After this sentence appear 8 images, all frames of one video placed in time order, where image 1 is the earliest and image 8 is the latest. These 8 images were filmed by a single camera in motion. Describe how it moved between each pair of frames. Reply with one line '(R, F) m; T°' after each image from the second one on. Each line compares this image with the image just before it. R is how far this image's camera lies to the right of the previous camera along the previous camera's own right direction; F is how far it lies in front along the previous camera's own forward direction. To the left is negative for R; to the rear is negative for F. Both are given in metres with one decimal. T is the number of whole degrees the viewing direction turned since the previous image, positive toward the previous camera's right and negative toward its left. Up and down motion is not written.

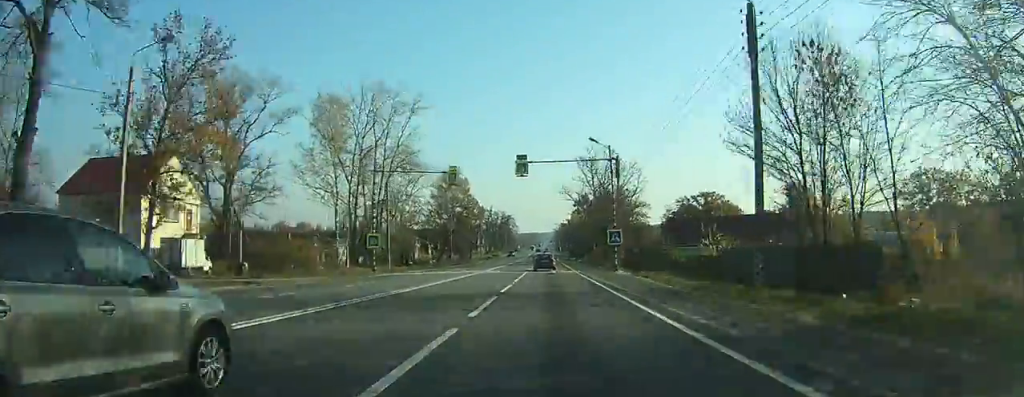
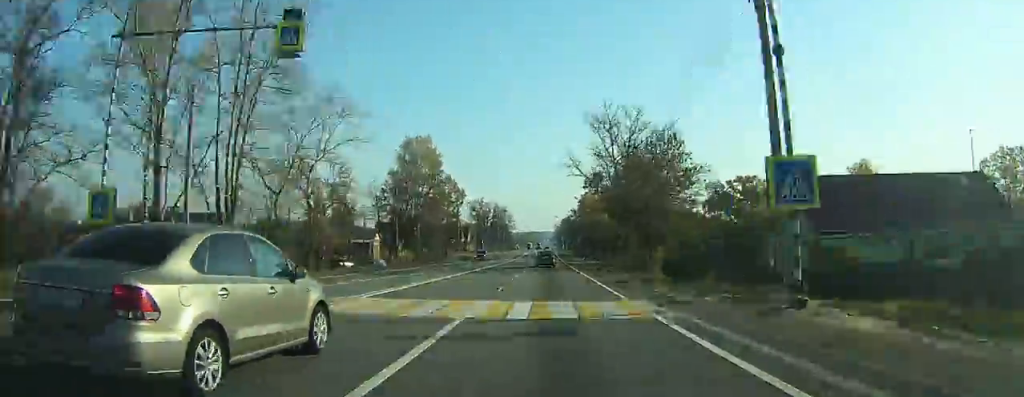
(+0.1, +32.6) m; 0°
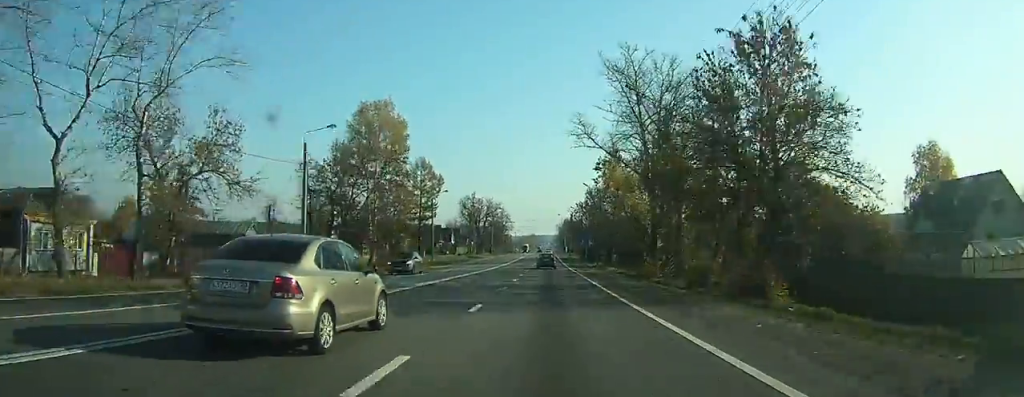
(0.0, +22.9) m; 0°
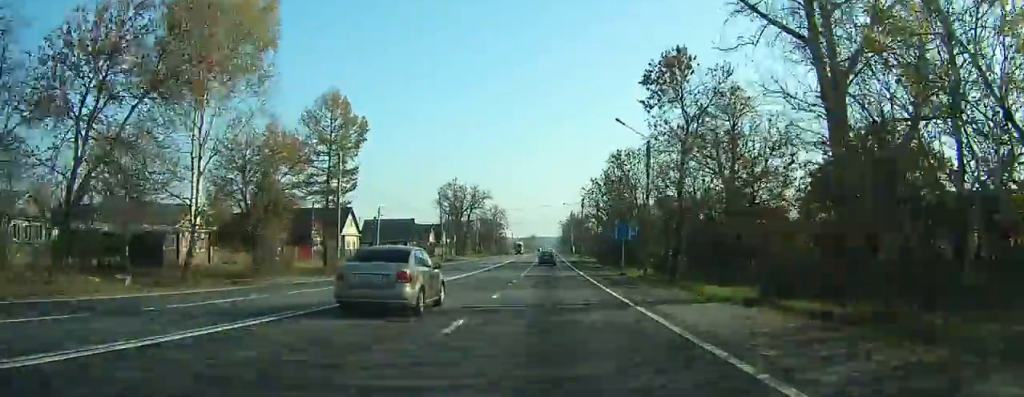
(-0.1, +36.1) m; 0°
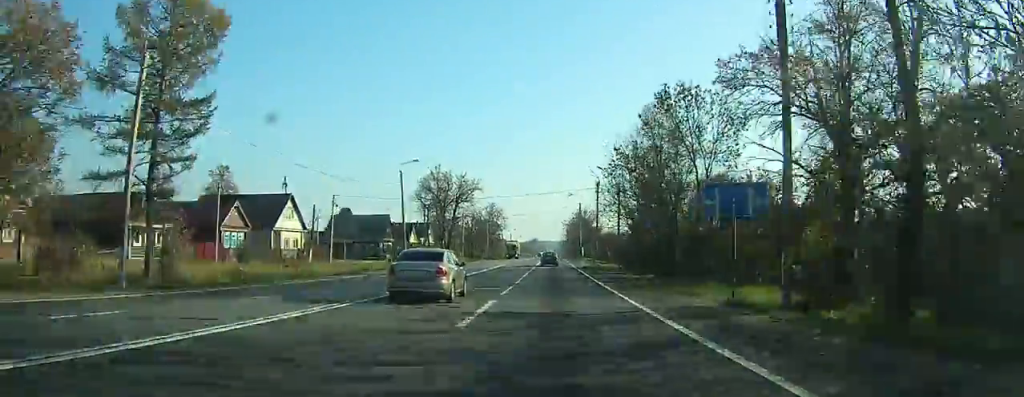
(0.0, +23.5) m; 0°
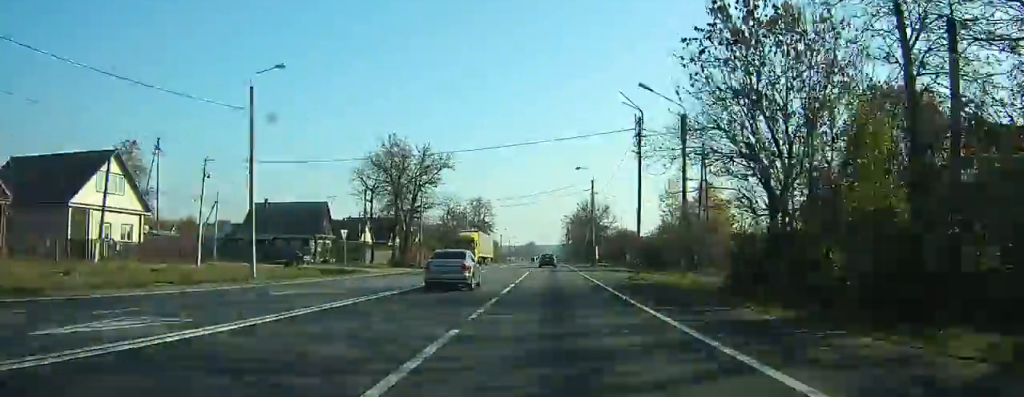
(-0.1, +31.9) m; 0°
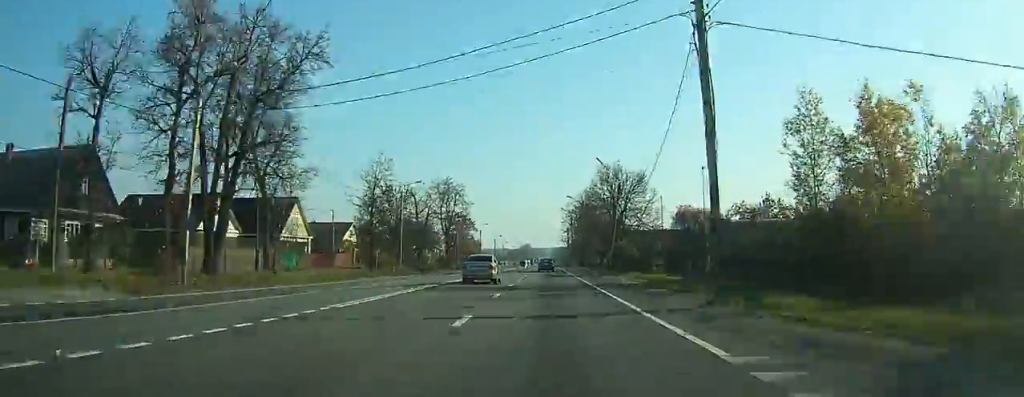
(+0.3, +46.3) m; 0°
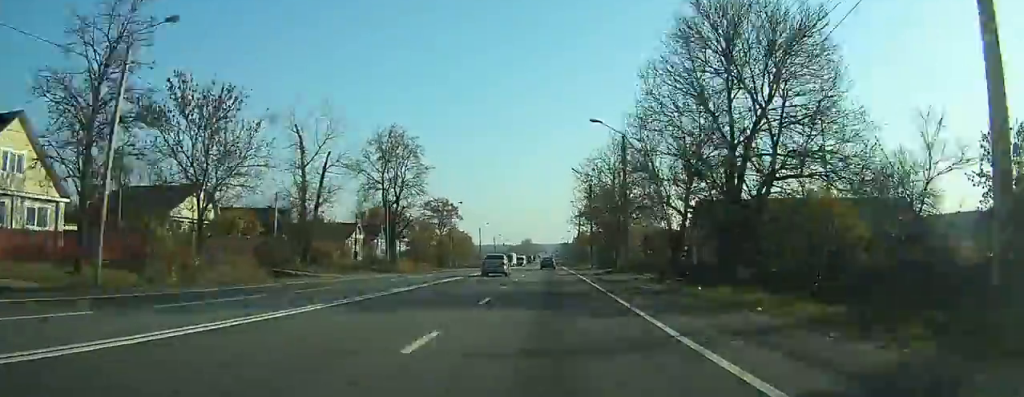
(0.0, +41.6) m; 0°
